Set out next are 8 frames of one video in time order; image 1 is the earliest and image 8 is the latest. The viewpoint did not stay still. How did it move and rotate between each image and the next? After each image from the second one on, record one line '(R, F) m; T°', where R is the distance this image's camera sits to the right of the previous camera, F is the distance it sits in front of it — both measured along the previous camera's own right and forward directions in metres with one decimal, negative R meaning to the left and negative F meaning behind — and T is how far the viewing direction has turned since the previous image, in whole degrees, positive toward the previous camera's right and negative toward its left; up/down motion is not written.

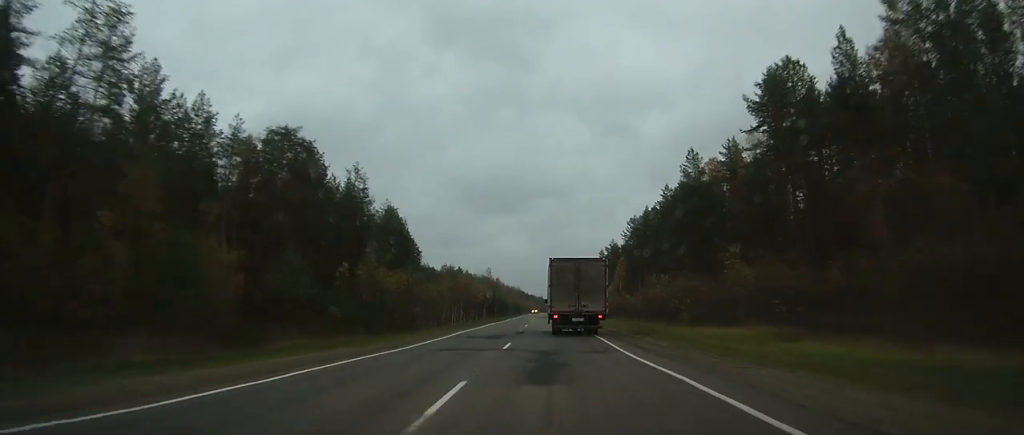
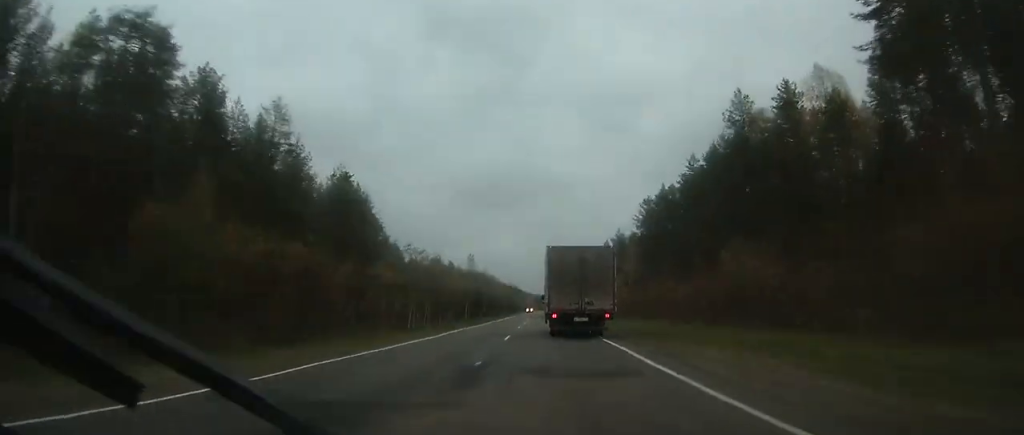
(+0.1, +21.4) m; 0°
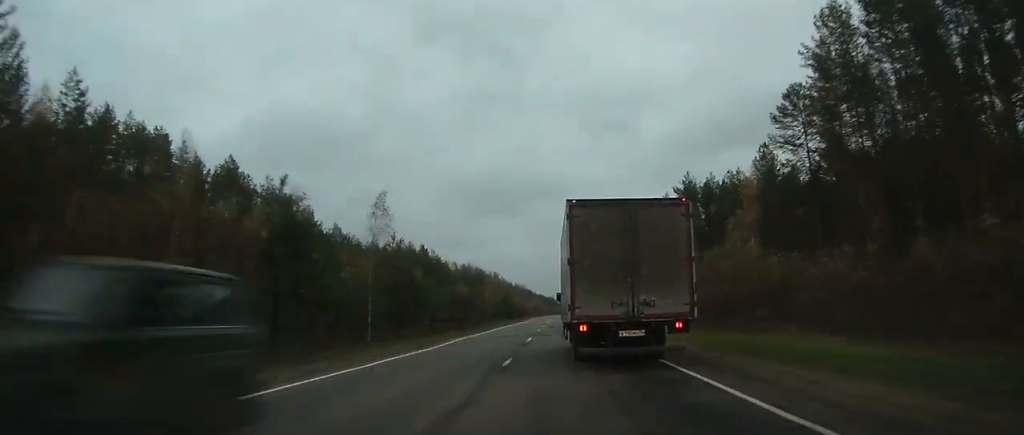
(-0.9, +76.4) m; -2°
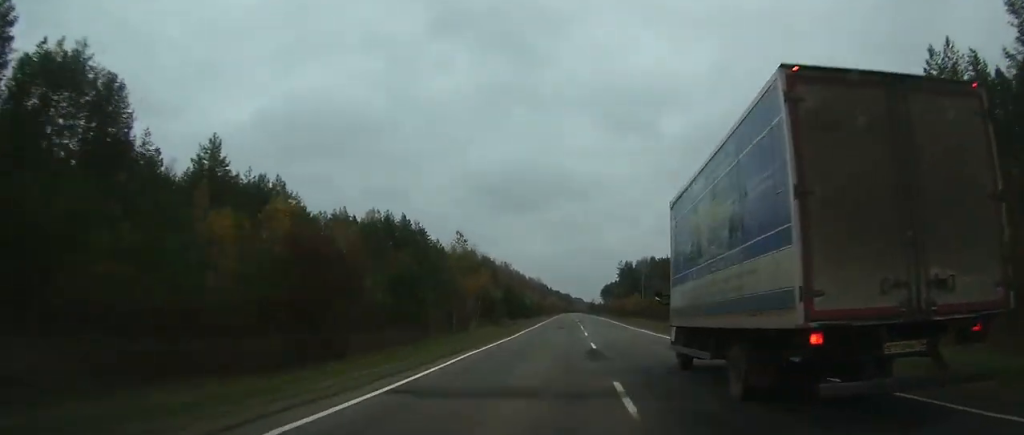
(-0.2, +41.3) m; 0°
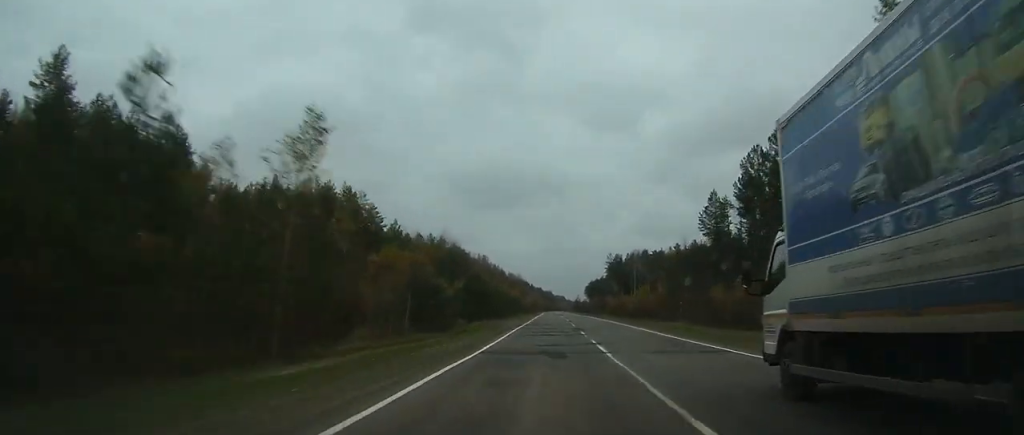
(+0.3, +25.3) m; +1°
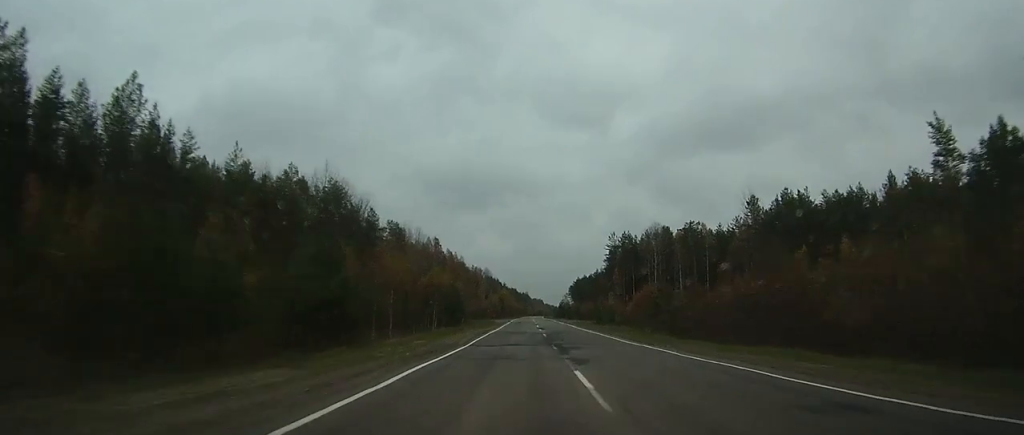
(+1.1, +79.1) m; +1°
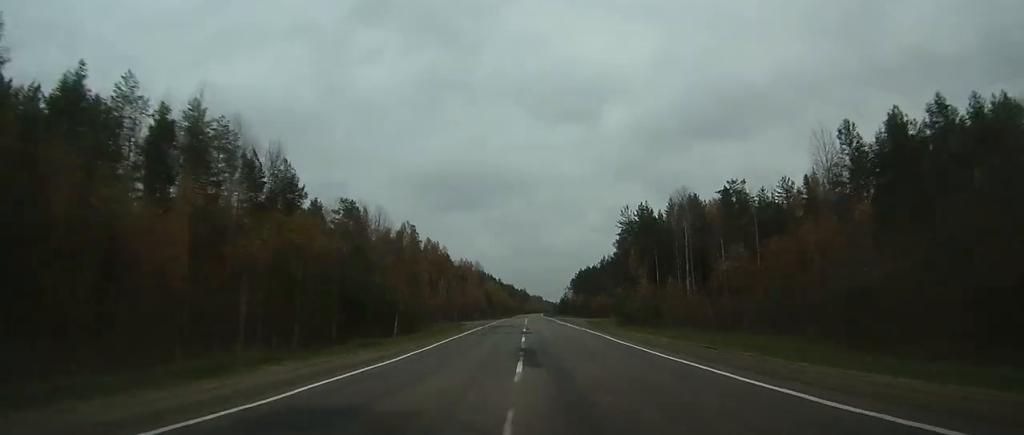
(-0.1, +35.1) m; 0°
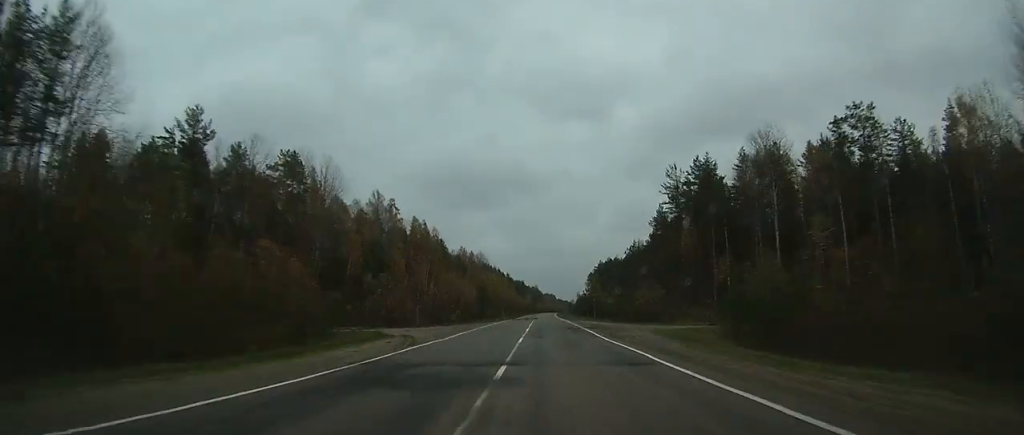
(+0.2, +38.3) m; 0°
